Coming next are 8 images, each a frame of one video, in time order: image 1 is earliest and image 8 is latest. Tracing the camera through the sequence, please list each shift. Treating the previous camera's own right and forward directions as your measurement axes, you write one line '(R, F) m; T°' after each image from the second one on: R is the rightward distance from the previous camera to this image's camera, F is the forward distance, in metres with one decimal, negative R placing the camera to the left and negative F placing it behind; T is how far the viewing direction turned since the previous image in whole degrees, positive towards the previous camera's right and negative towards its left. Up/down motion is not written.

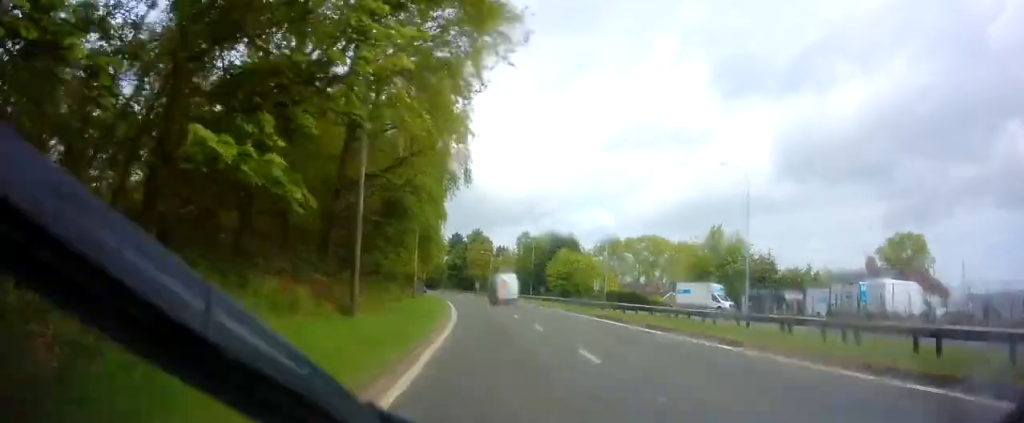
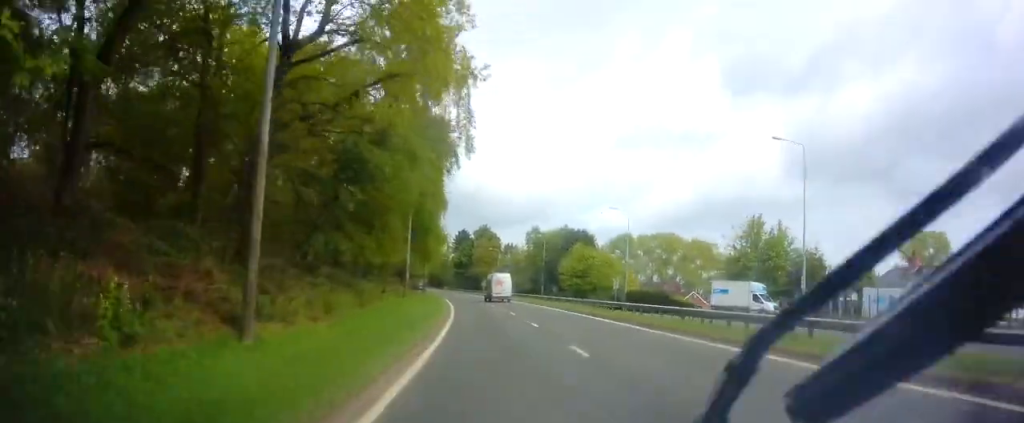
(0.0, +7.7) m; 0°
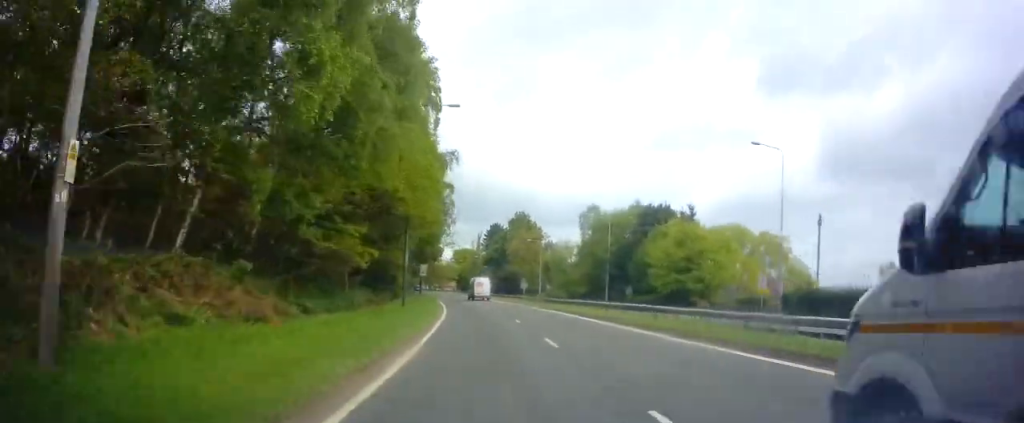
(-0.8, +32.7) m; -4°
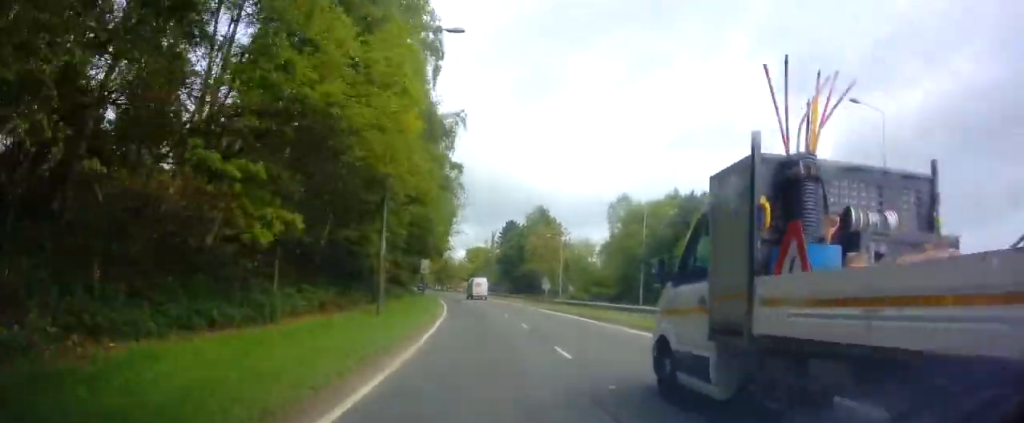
(-0.1, +10.6) m; -1°
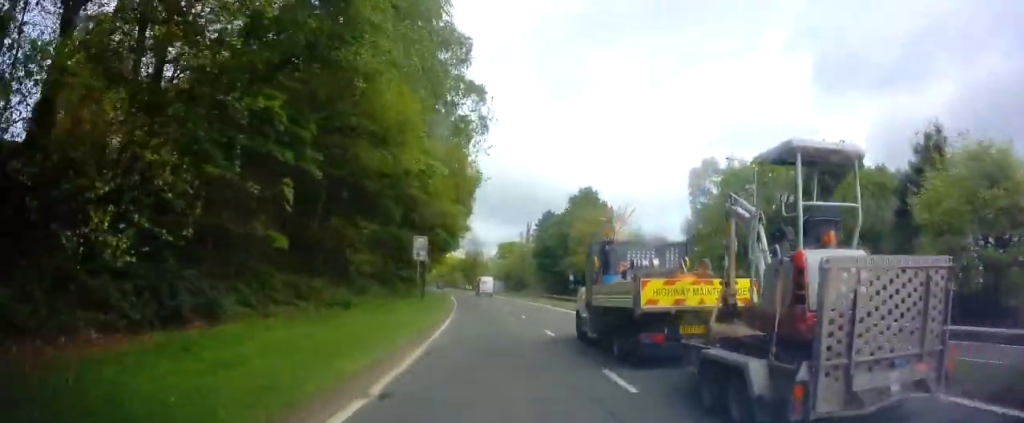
(-0.4, +21.4) m; -3°
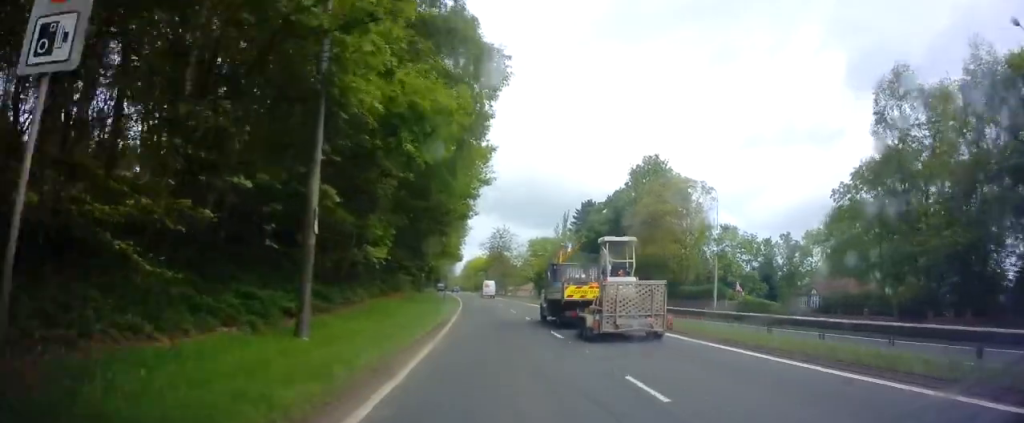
(-1.1, +27.0) m; -4°
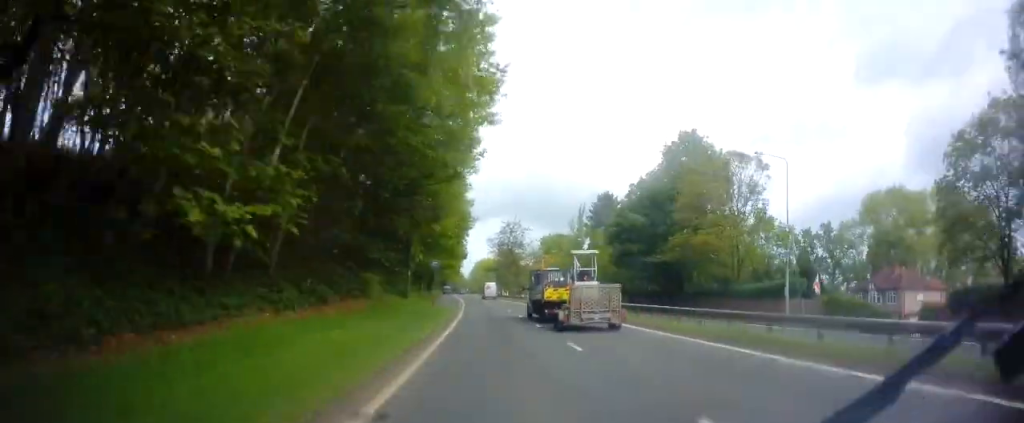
(-0.1, +11.6) m; -2°
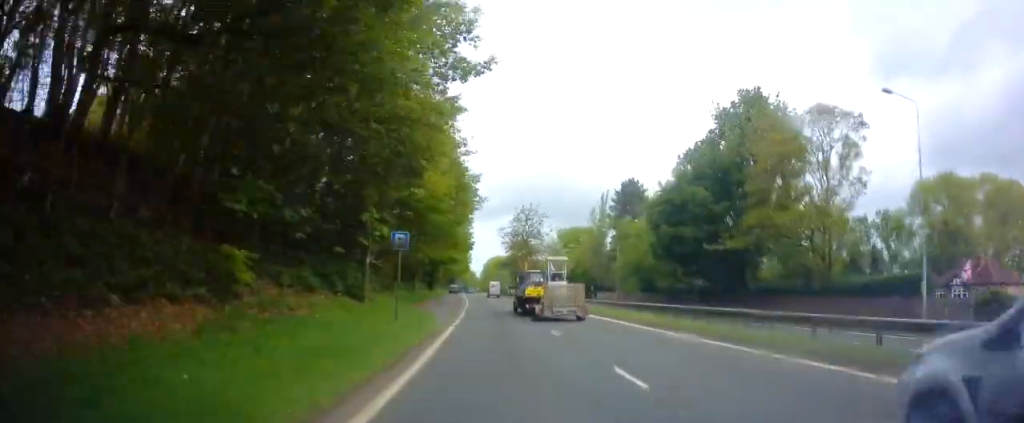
(0.0, +13.6) m; -2°
